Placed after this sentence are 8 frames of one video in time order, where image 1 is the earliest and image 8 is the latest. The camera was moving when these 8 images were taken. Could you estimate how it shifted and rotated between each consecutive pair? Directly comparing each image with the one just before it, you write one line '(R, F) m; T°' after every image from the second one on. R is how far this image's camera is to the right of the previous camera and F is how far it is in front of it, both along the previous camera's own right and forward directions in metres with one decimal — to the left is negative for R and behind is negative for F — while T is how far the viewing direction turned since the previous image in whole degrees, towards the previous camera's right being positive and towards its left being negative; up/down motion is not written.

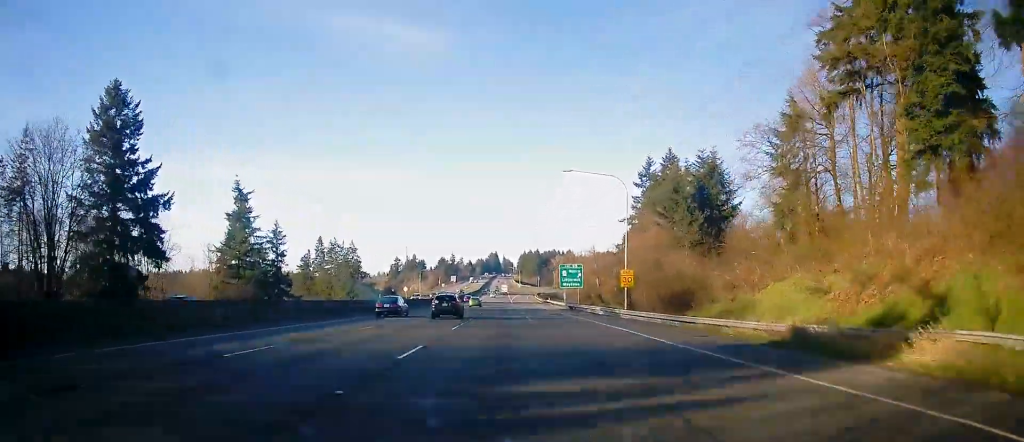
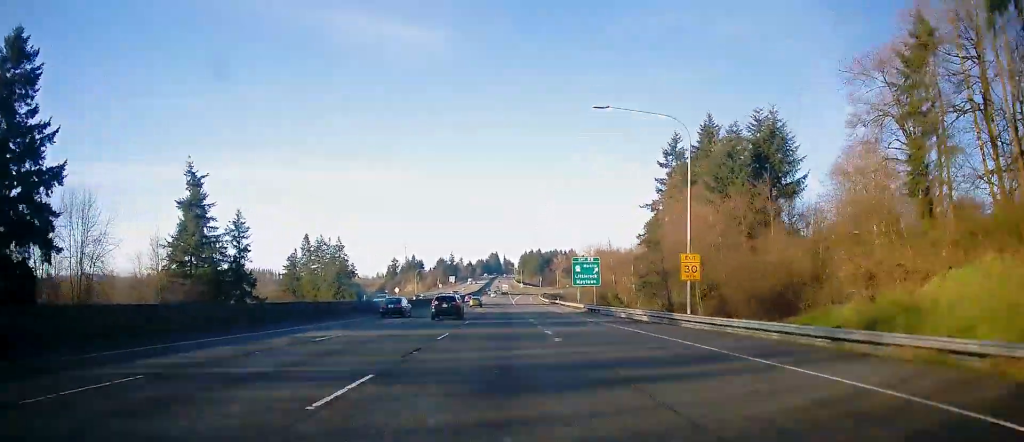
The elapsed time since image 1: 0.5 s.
(-0.1, +17.8) m; 0°
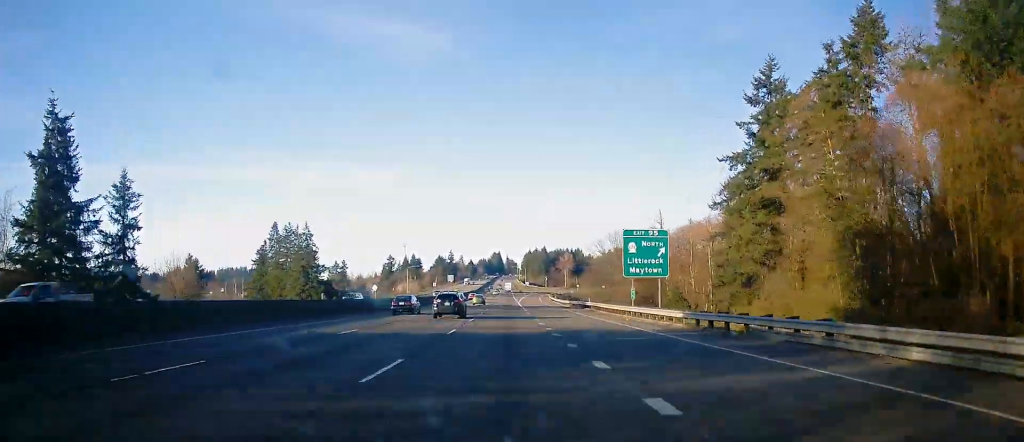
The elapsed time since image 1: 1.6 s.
(-0.2, +34.5) m; 0°
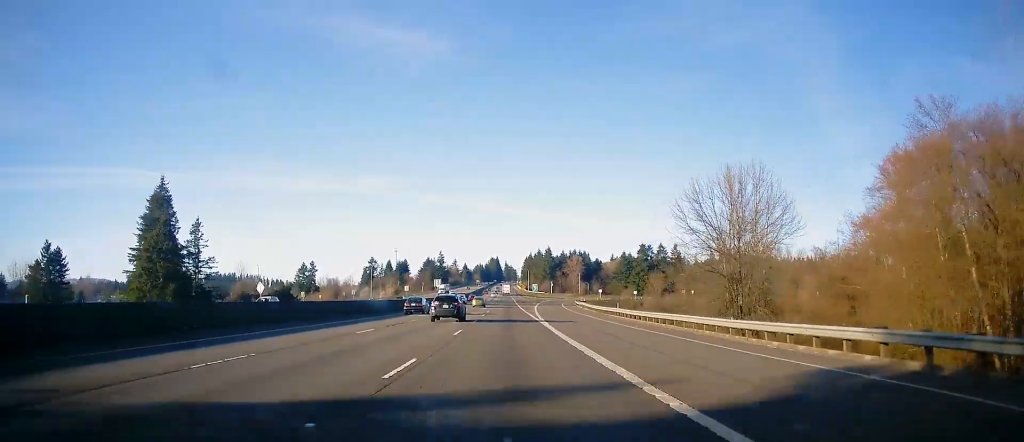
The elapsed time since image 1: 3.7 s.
(+0.3, +71.0) m; 0°
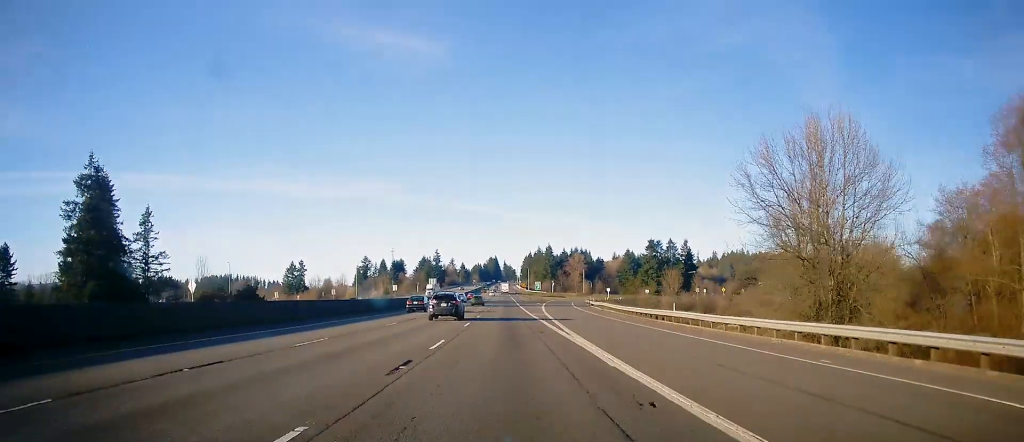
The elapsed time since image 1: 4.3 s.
(0.0, +18.8) m; 0°
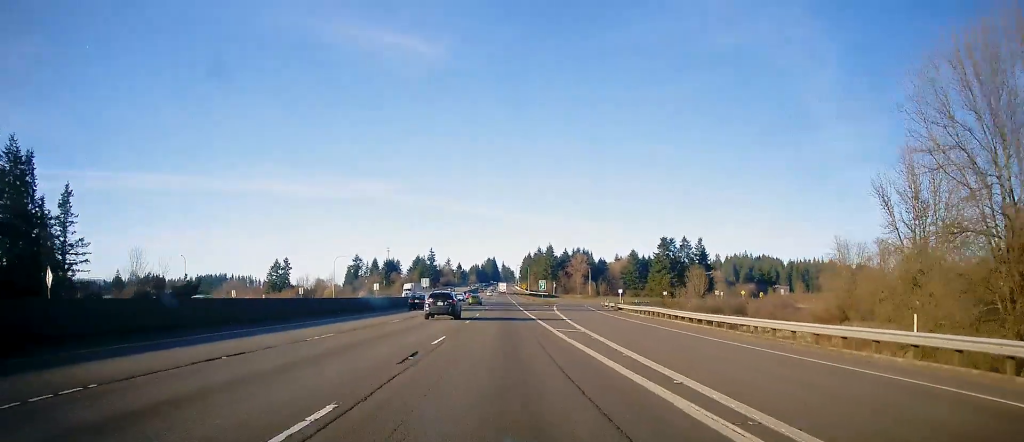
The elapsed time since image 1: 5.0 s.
(0.0, +23.3) m; 0°
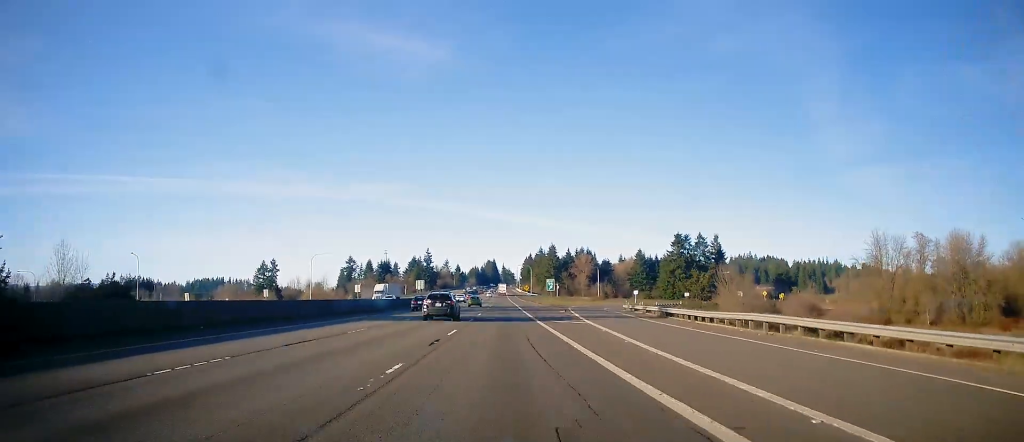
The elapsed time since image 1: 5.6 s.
(0.0, +19.9) m; 0°
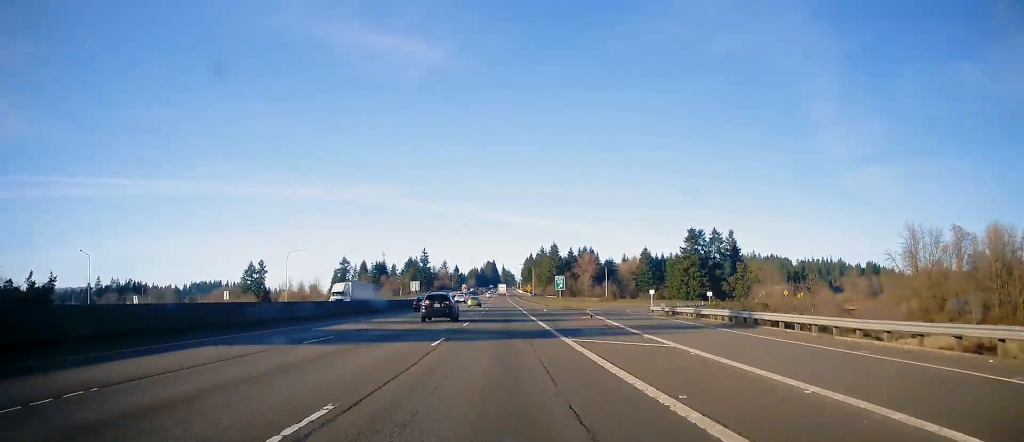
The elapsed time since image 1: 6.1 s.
(+0.1, +16.5) m; 0°
